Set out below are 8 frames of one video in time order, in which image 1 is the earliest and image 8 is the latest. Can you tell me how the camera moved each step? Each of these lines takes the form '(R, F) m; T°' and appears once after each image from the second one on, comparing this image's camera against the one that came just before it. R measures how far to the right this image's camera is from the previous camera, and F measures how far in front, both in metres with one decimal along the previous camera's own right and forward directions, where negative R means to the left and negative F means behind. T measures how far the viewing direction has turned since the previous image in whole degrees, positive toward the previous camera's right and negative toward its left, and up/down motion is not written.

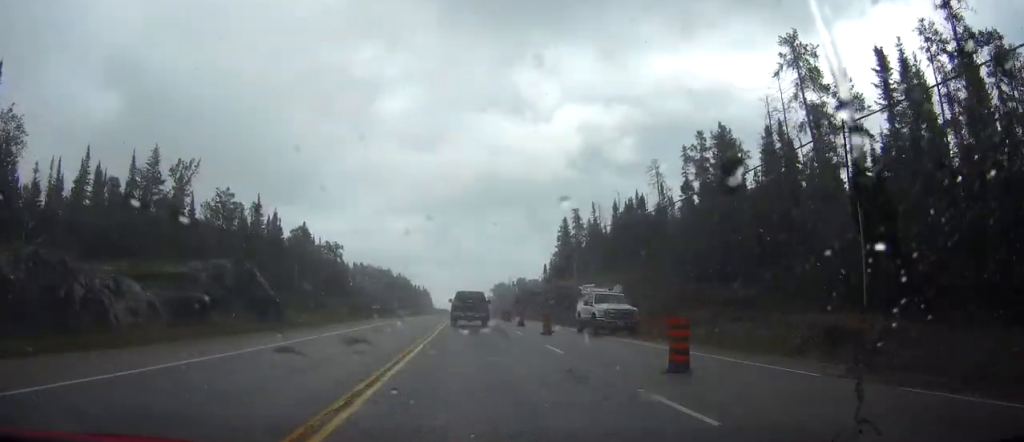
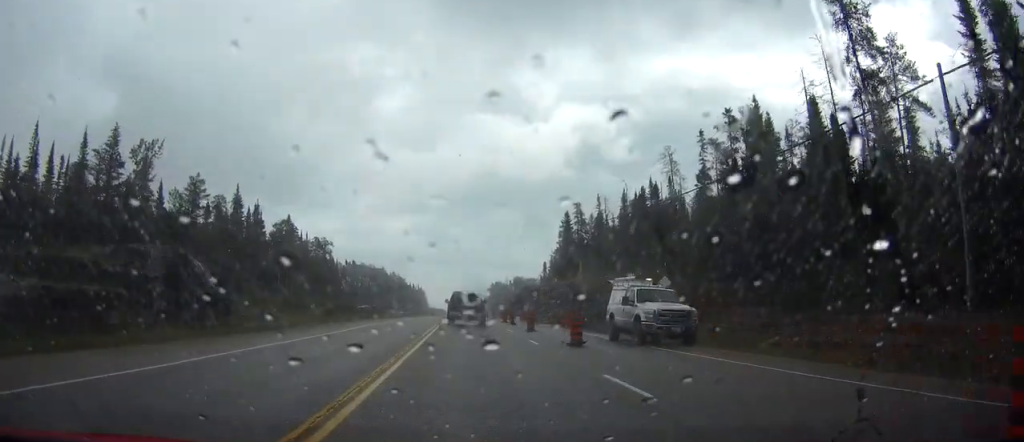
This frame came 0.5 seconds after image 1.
(0.0, +8.6) m; 0°
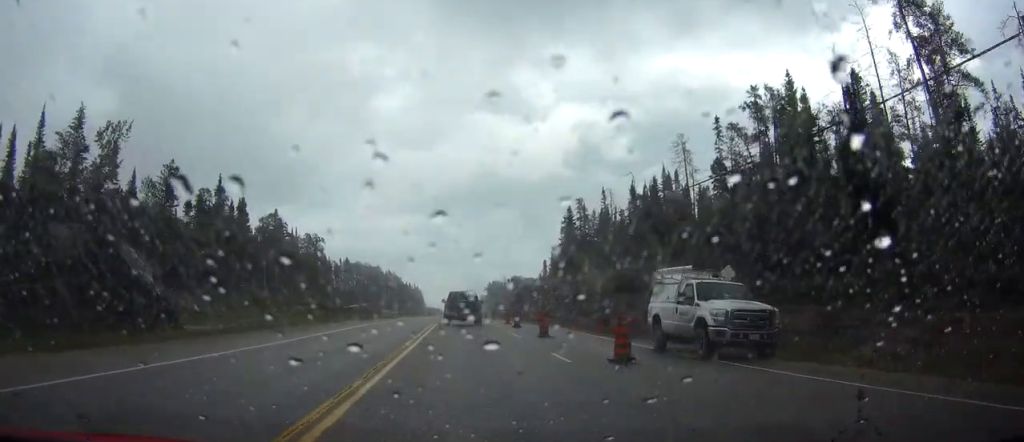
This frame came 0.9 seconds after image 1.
(0.0, +6.5) m; 0°
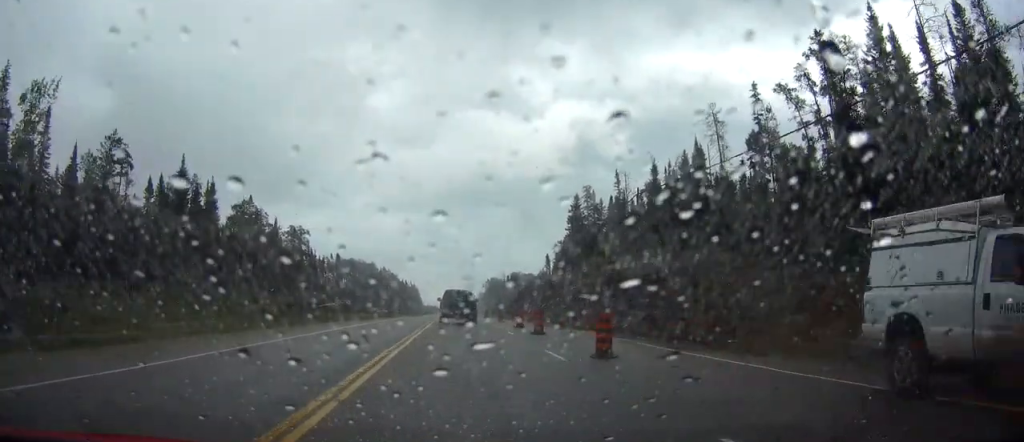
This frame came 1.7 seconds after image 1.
(+0.1, +12.1) m; 0°
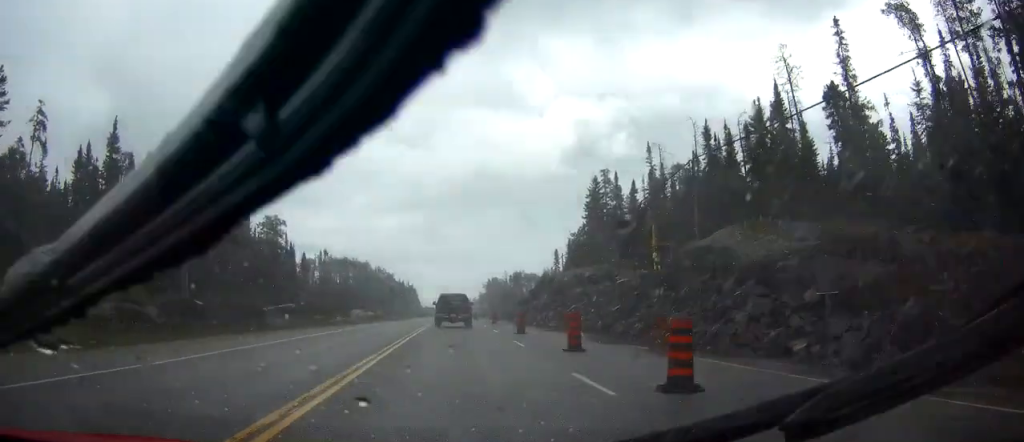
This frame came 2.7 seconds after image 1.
(0.0, +17.8) m; 0°
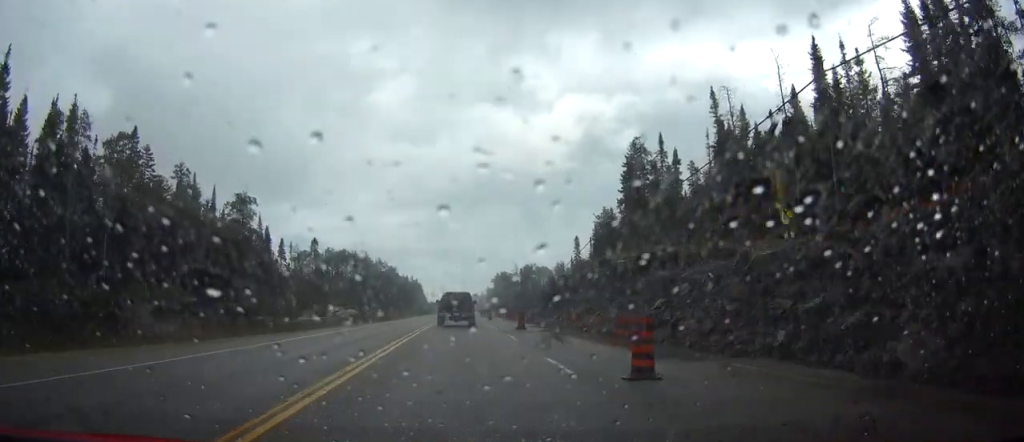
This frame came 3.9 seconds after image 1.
(0.0, +20.5) m; 0°
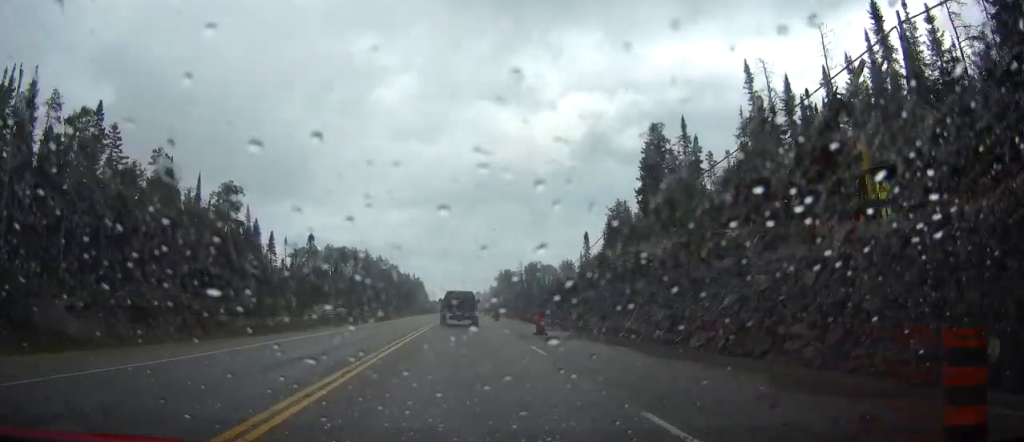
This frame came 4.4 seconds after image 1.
(-0.1, +7.5) m; 0°
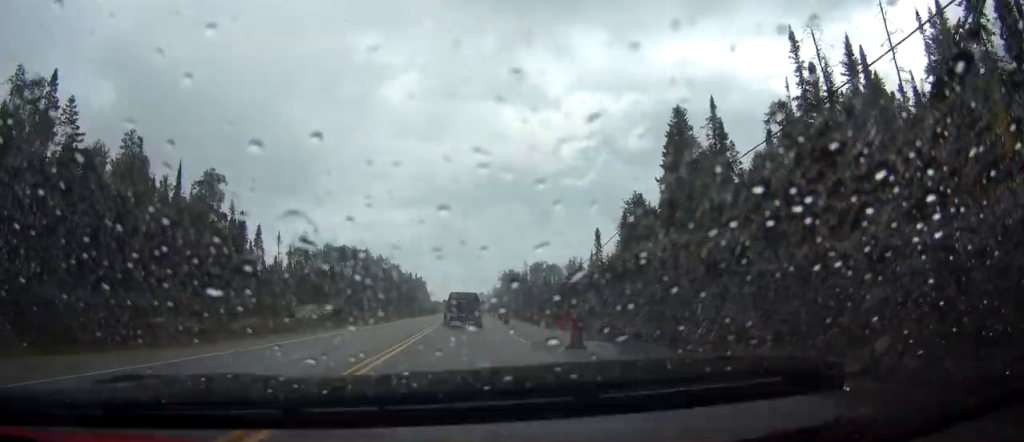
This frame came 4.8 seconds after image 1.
(0.0, +8.1) m; 0°
